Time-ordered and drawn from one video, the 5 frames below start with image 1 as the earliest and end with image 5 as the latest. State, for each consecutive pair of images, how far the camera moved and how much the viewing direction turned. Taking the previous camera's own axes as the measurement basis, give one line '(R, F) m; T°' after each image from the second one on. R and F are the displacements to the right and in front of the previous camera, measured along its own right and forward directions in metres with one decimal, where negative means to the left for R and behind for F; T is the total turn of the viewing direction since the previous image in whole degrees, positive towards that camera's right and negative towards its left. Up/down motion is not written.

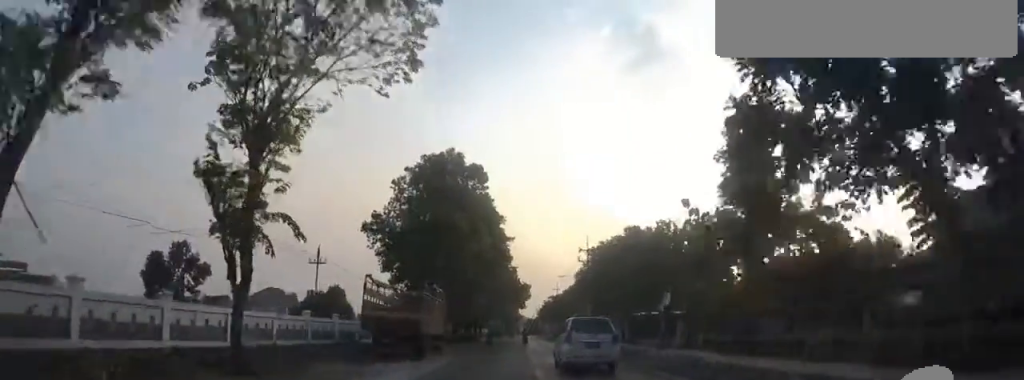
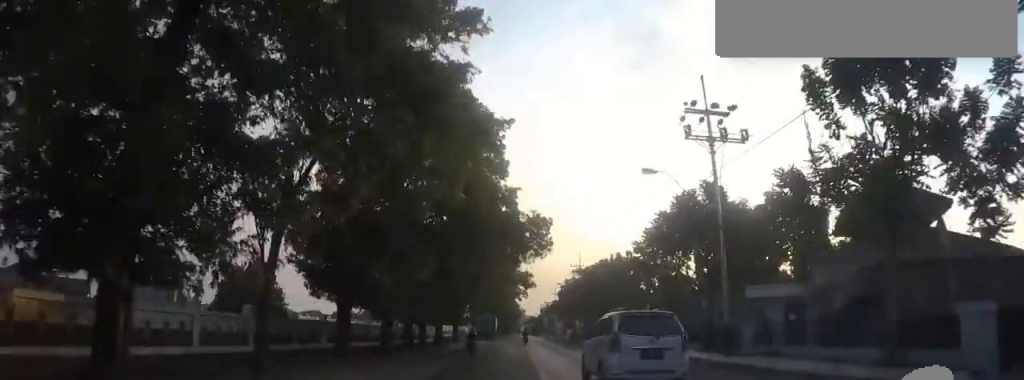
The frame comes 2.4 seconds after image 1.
(-0.2, +33.3) m; -2°
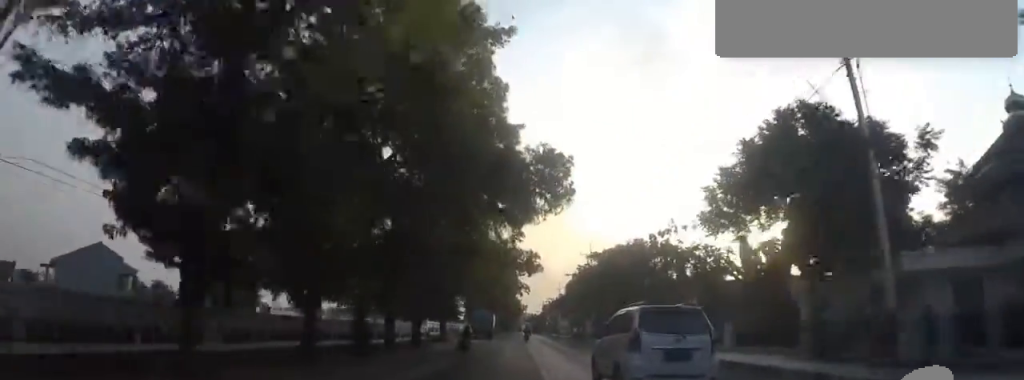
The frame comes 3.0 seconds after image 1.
(-0.2, +8.3) m; +2°
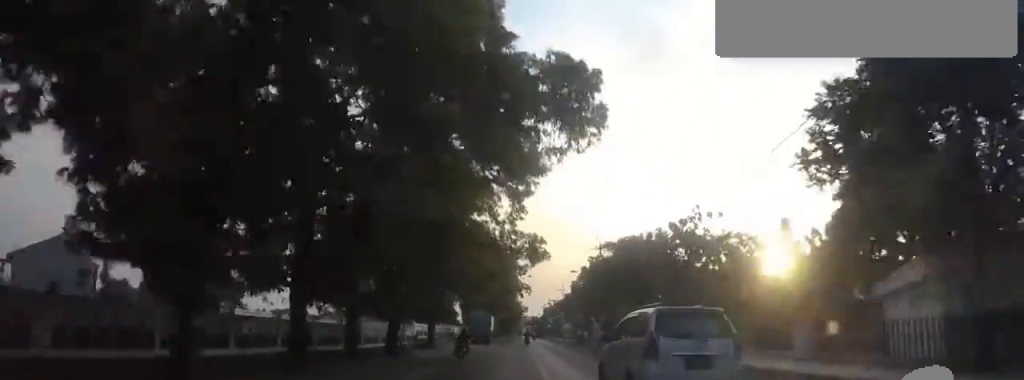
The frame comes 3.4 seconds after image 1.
(+0.6, +5.4) m; 0°
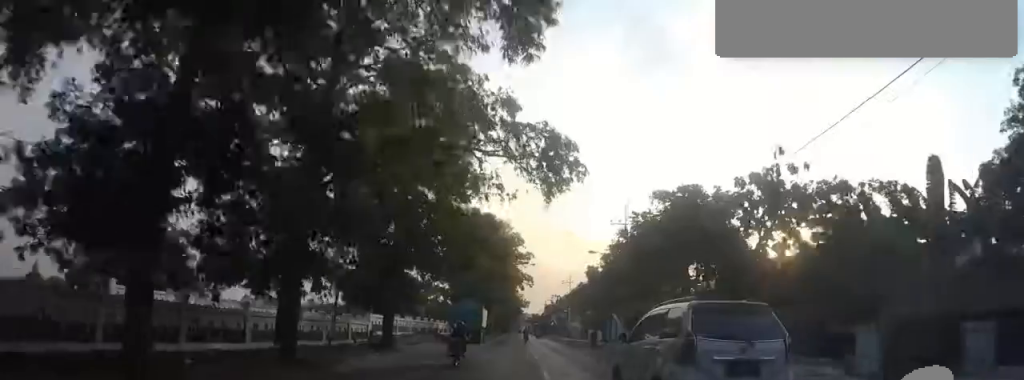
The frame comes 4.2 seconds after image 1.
(+0.1, +11.0) m; 0°
